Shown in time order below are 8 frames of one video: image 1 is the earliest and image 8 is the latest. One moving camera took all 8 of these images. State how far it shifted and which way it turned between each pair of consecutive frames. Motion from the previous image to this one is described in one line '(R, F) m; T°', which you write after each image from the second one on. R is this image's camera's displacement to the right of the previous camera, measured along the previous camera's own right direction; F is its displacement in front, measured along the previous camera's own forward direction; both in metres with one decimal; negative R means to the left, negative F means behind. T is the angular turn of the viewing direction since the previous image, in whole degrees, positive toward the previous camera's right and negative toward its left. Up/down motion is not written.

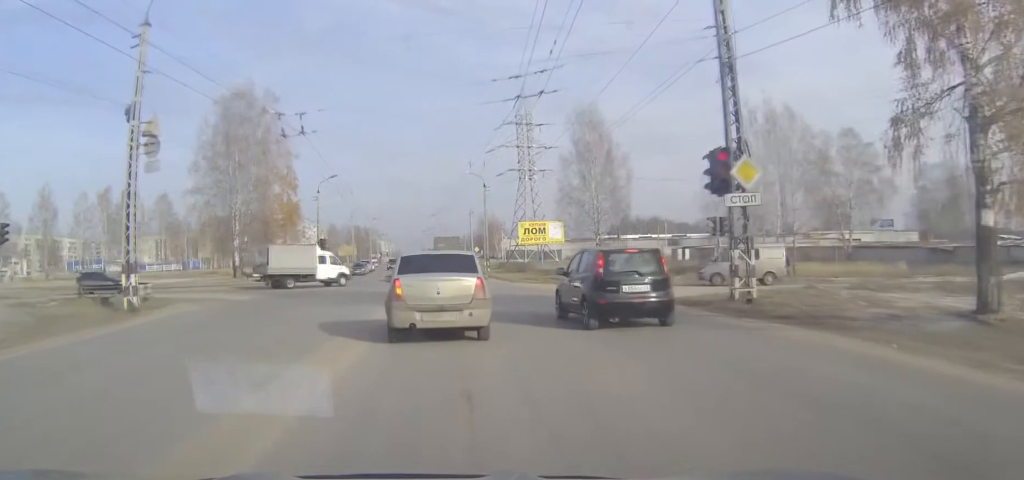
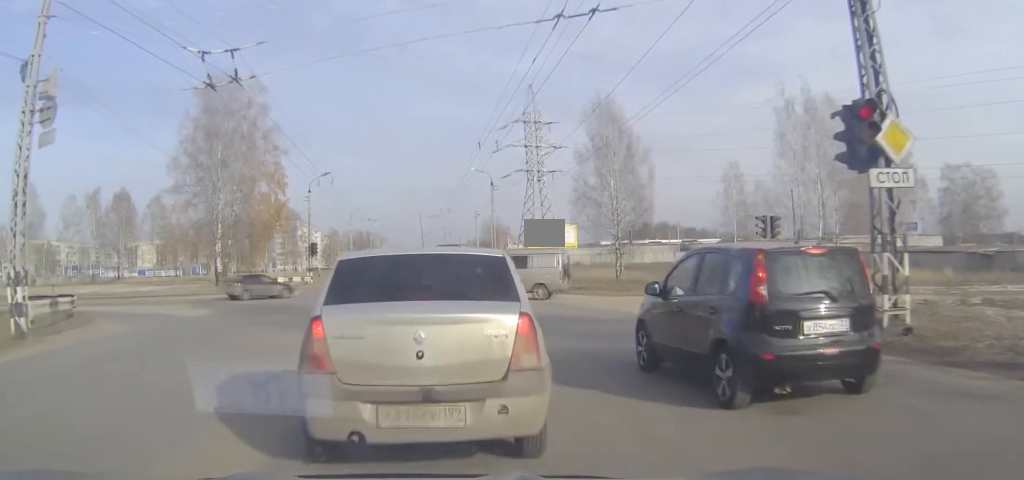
(0.0, +9.7) m; +3°
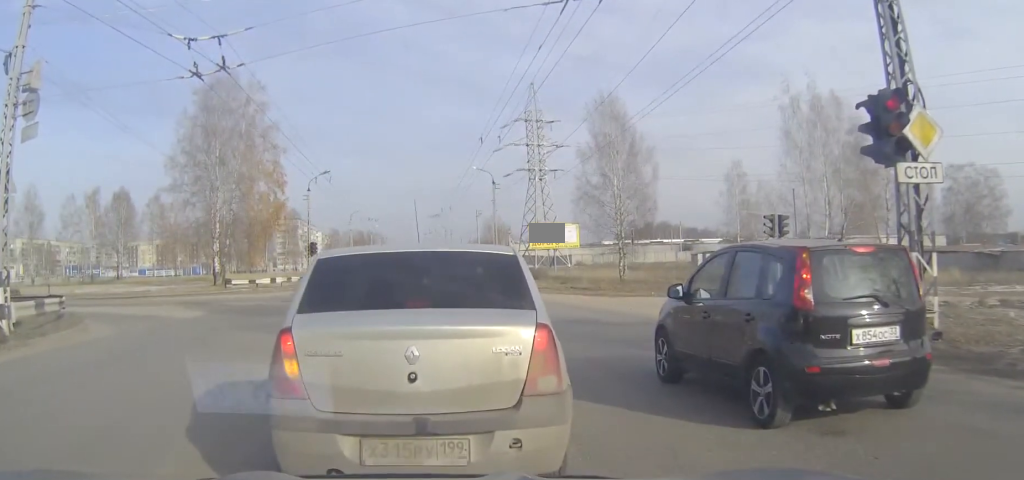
(0.0, +1.1) m; 0°
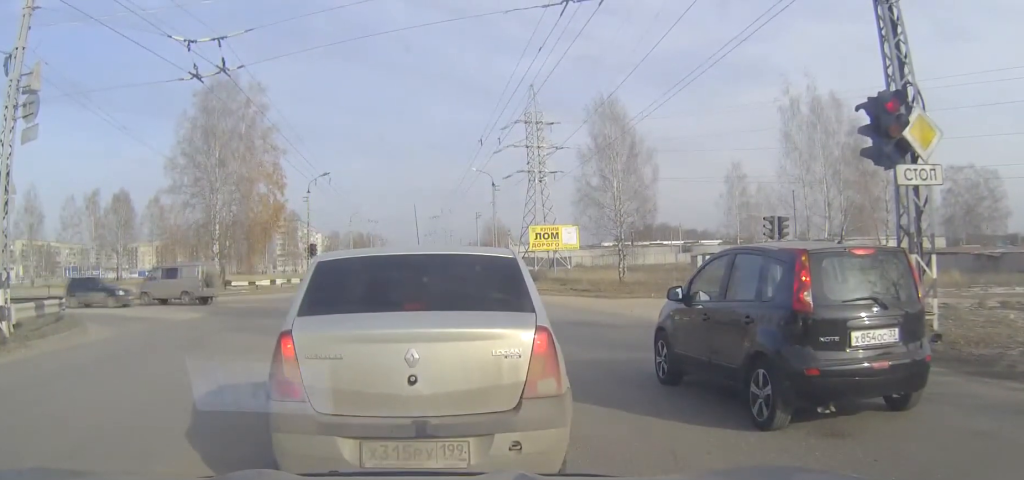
(+0.1, +1.0) m; 0°
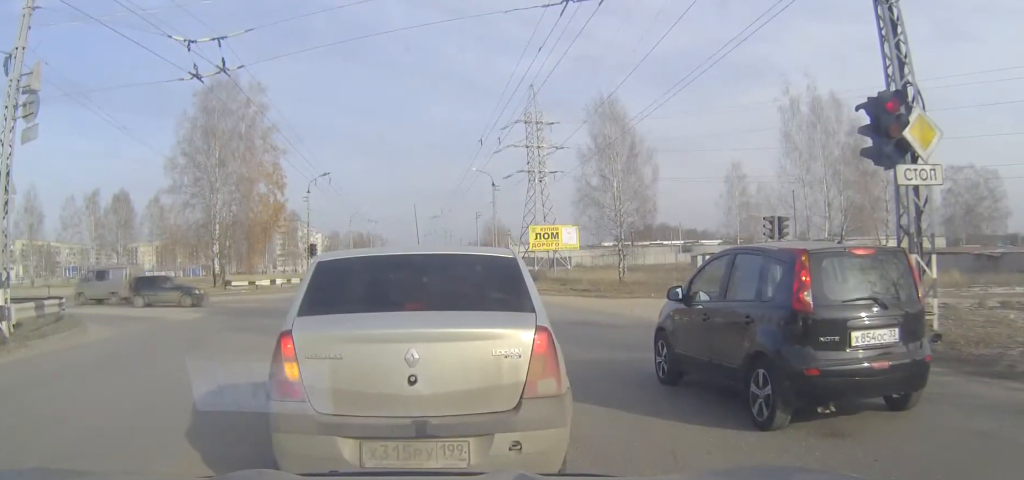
(0.0, +0.2) m; 0°
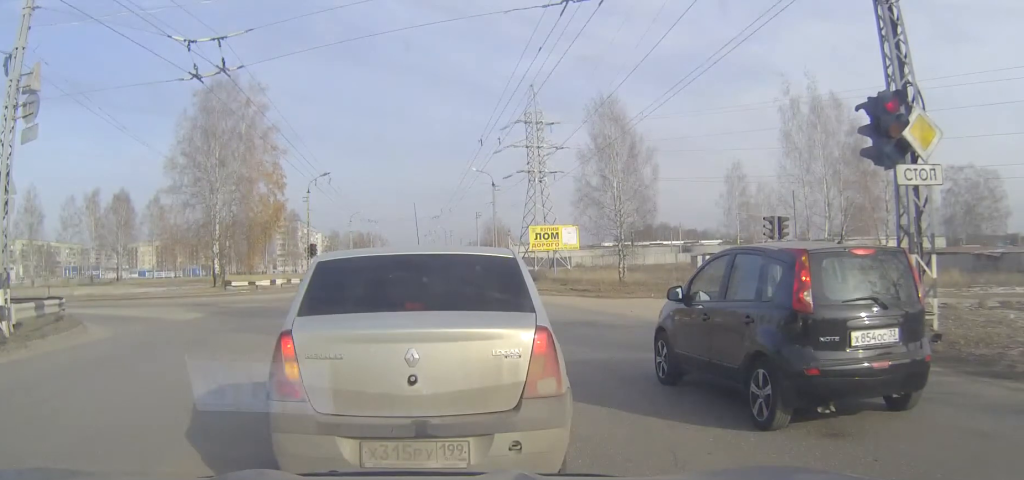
(0.0, +0.1) m; 0°
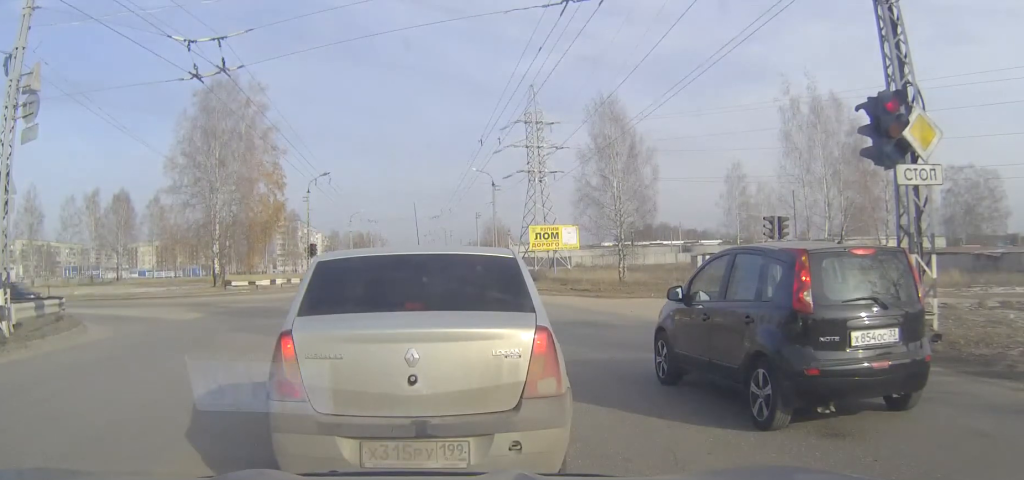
(0.0, 0.0) m; 0°
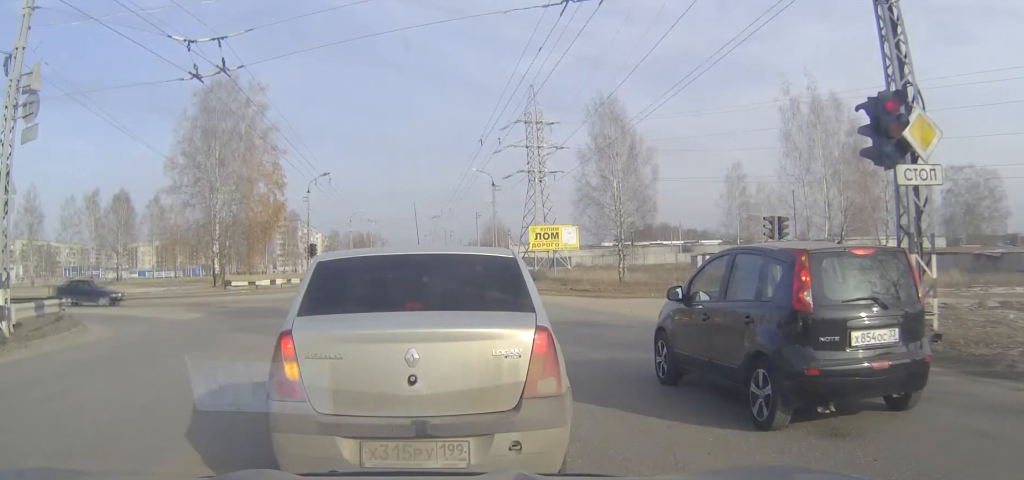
(0.0, 0.0) m; 0°
